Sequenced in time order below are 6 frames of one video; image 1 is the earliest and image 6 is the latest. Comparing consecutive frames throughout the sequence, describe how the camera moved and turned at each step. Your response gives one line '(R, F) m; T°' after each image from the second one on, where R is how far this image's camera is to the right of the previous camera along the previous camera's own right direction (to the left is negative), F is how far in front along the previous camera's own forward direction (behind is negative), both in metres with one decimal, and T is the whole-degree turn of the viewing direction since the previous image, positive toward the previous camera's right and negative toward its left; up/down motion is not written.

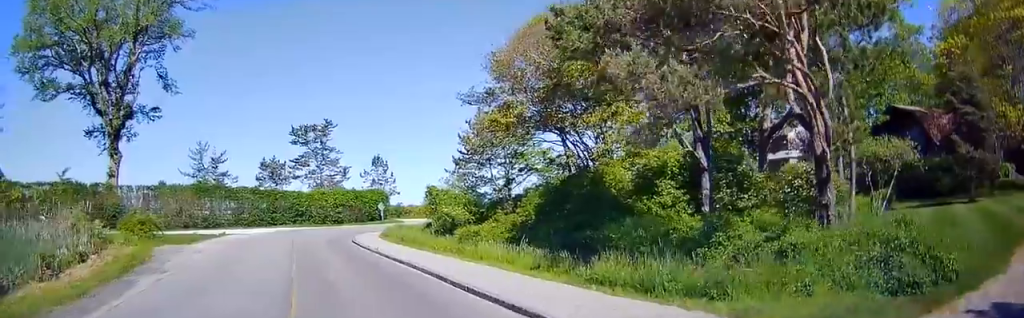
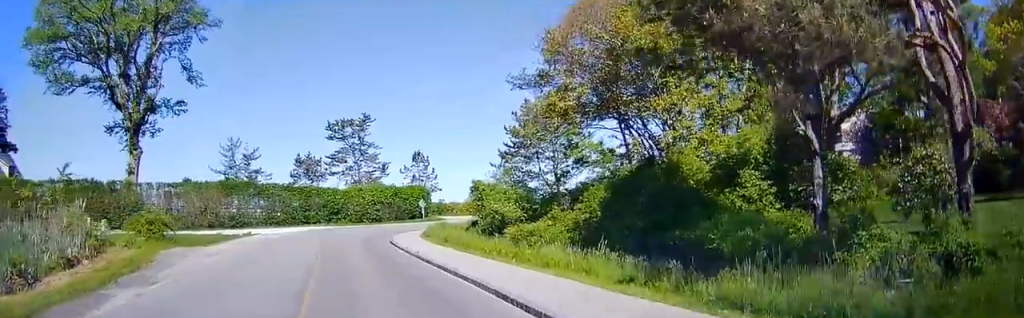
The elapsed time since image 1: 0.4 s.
(0.0, +3.4) m; -3°
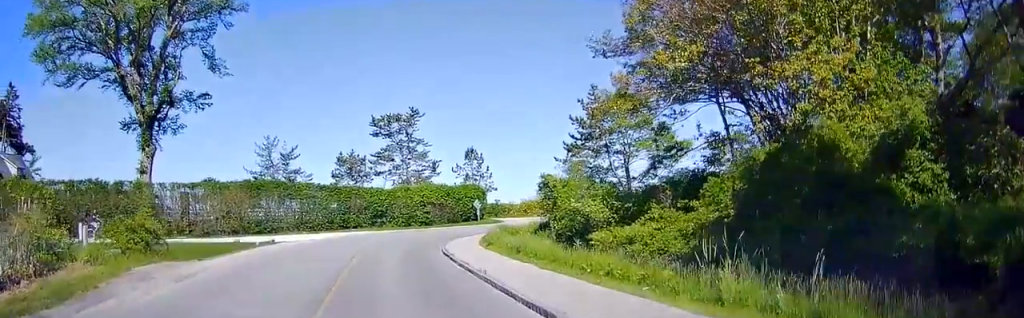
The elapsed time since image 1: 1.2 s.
(-0.6, +6.2) m; -5°
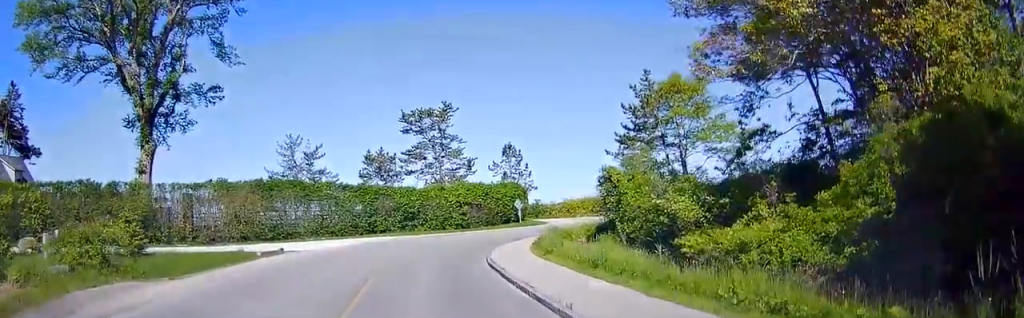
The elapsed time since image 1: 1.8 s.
(-0.1, +5.3) m; -1°
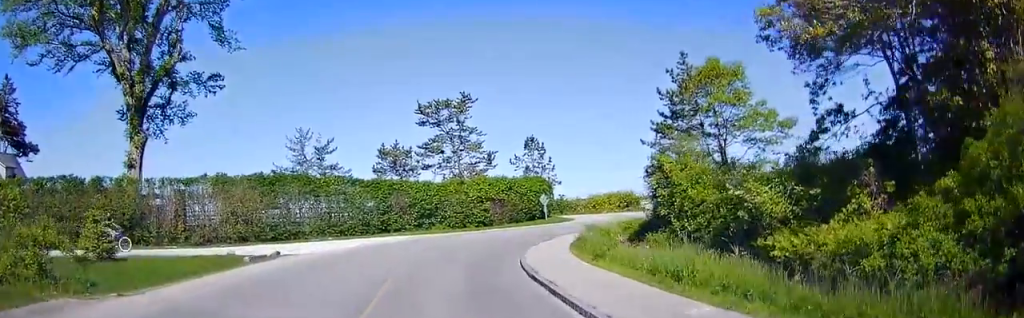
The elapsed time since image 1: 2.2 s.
(0.0, +3.6) m; 0°
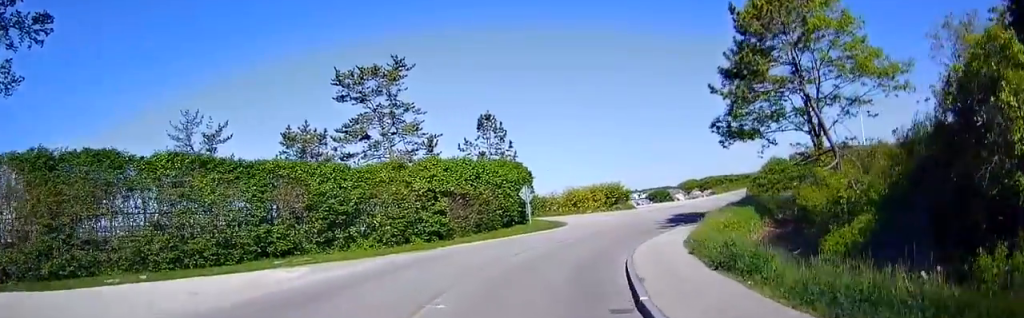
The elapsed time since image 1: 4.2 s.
(+0.1, +17.0) m; +11°
